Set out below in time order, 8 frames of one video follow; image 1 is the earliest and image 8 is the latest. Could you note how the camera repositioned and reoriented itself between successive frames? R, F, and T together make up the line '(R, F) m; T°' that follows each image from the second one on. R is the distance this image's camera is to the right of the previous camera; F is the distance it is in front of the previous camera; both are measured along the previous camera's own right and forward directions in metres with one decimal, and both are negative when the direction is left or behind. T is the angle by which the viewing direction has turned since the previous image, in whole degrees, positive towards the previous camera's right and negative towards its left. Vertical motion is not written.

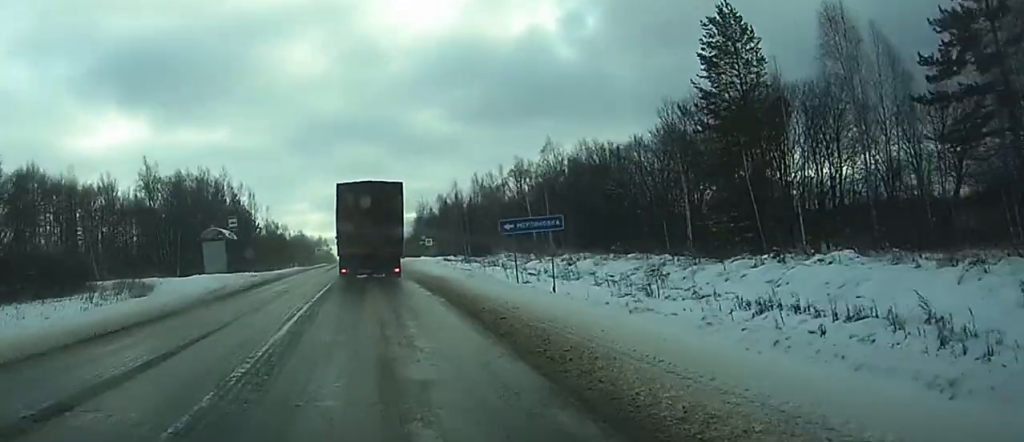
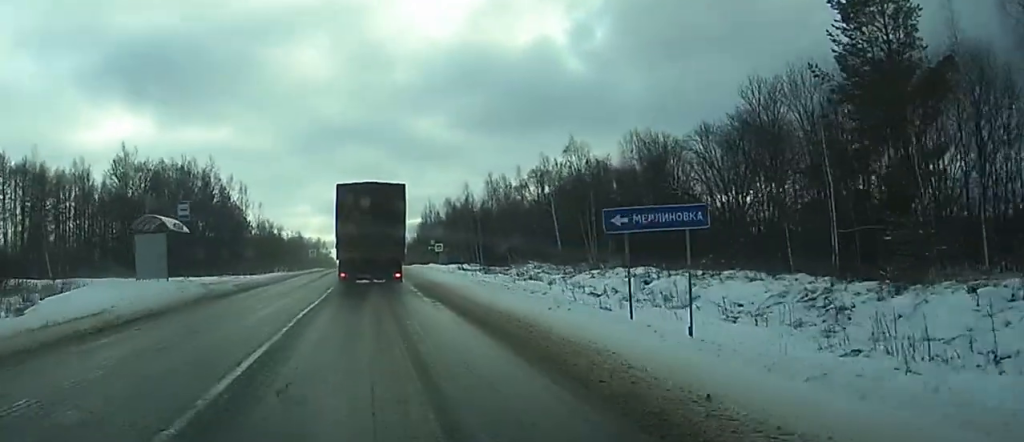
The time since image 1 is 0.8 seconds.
(-0.1, +17.0) m; 0°
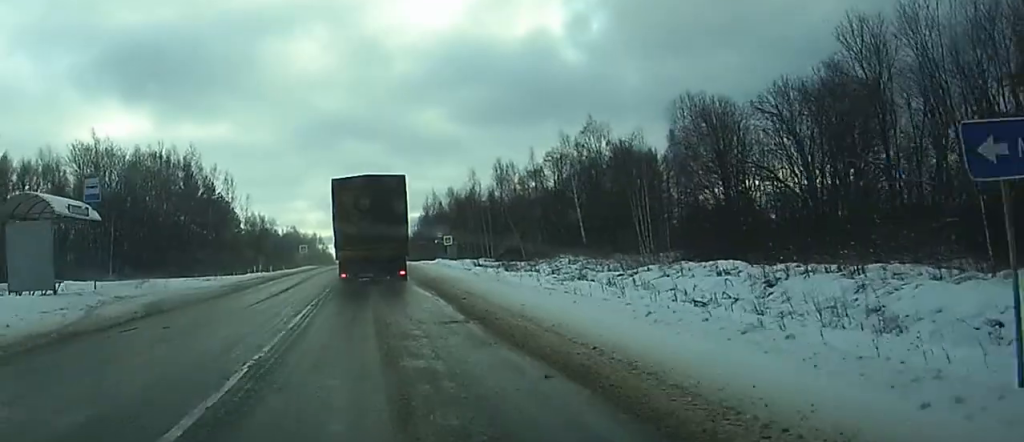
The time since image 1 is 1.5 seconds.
(0.0, +14.0) m; 0°
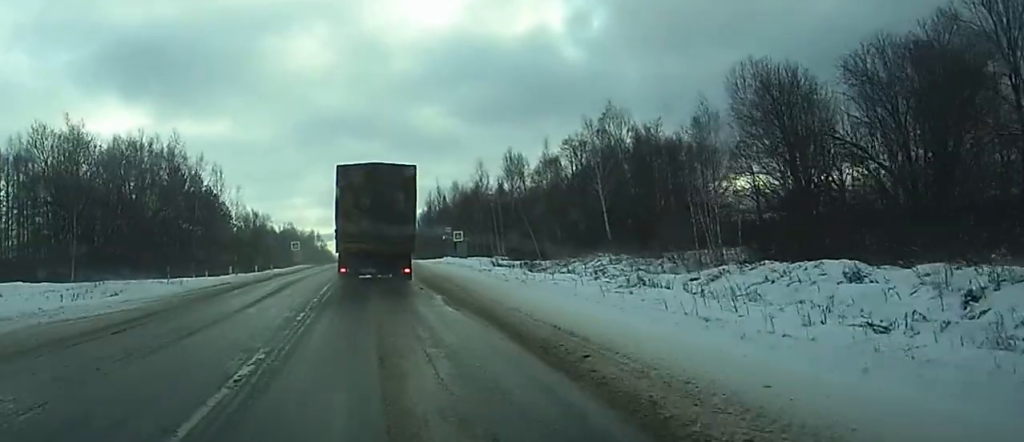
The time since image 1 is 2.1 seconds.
(0.0, +11.2) m; 0°
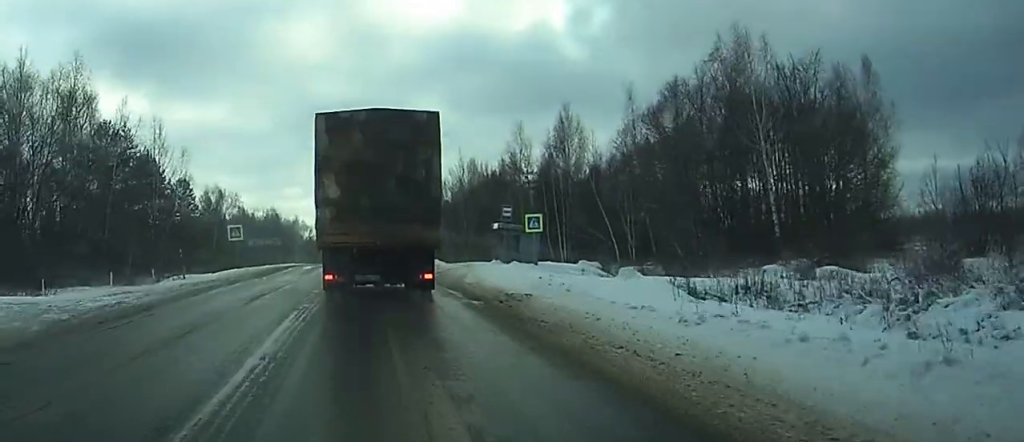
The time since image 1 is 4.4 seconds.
(+0.2, +38.8) m; 0°
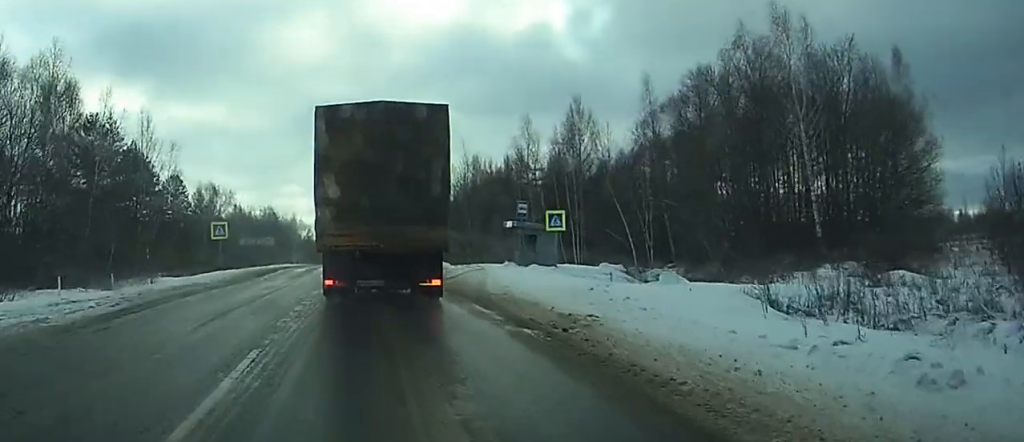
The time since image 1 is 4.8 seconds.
(0.0, +5.4) m; 0°
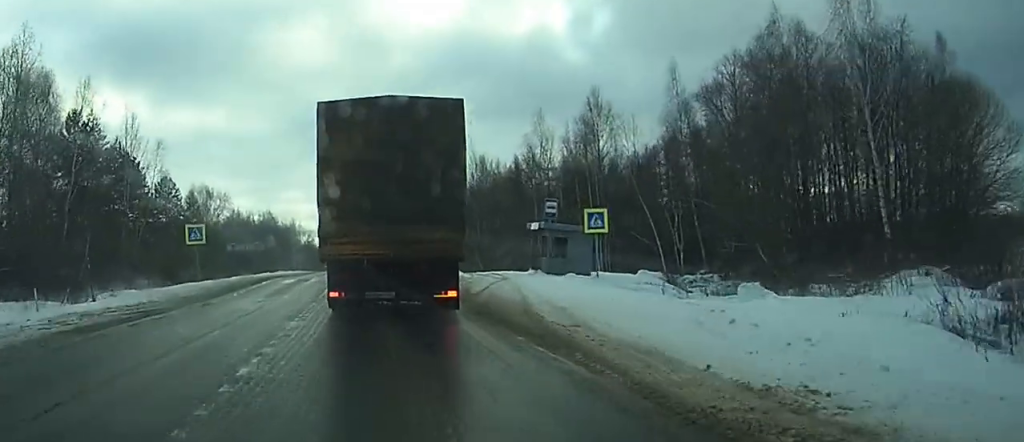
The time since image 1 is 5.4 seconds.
(0.0, +7.0) m; 0°
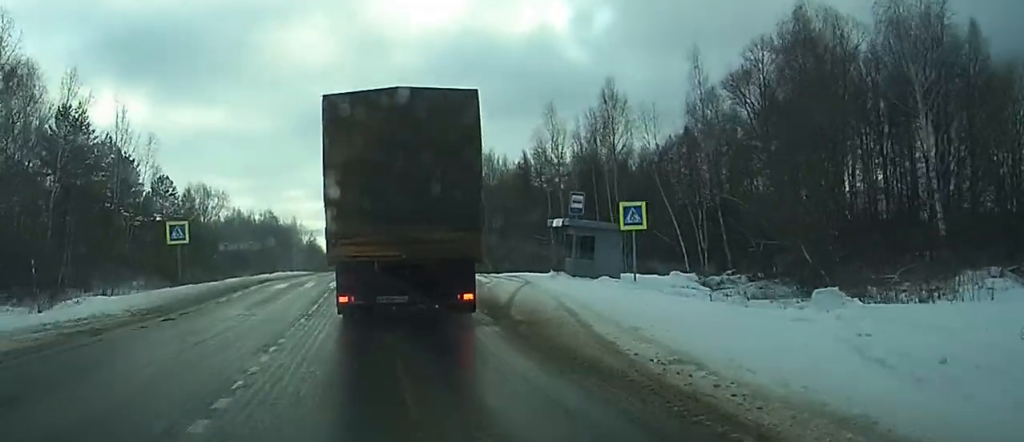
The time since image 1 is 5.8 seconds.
(0.0, +4.4) m; 0°
